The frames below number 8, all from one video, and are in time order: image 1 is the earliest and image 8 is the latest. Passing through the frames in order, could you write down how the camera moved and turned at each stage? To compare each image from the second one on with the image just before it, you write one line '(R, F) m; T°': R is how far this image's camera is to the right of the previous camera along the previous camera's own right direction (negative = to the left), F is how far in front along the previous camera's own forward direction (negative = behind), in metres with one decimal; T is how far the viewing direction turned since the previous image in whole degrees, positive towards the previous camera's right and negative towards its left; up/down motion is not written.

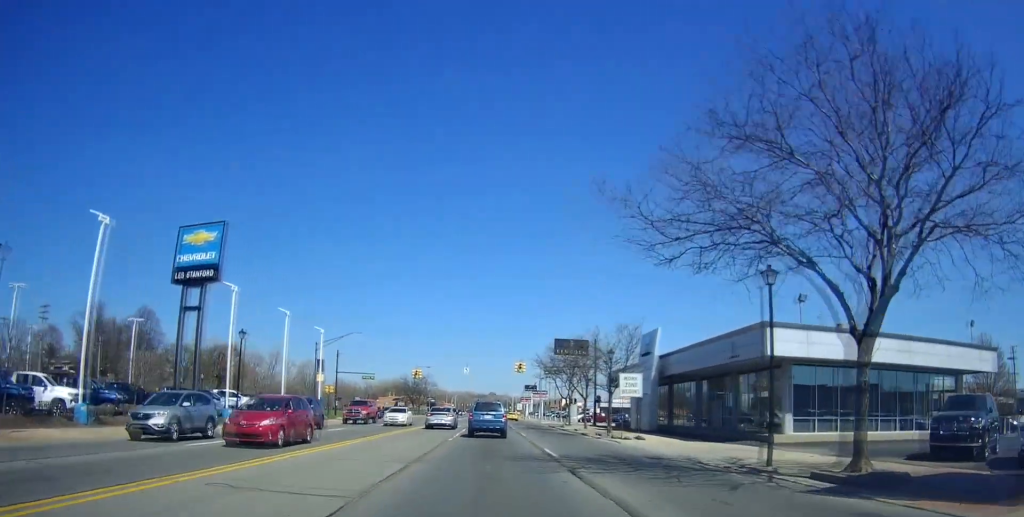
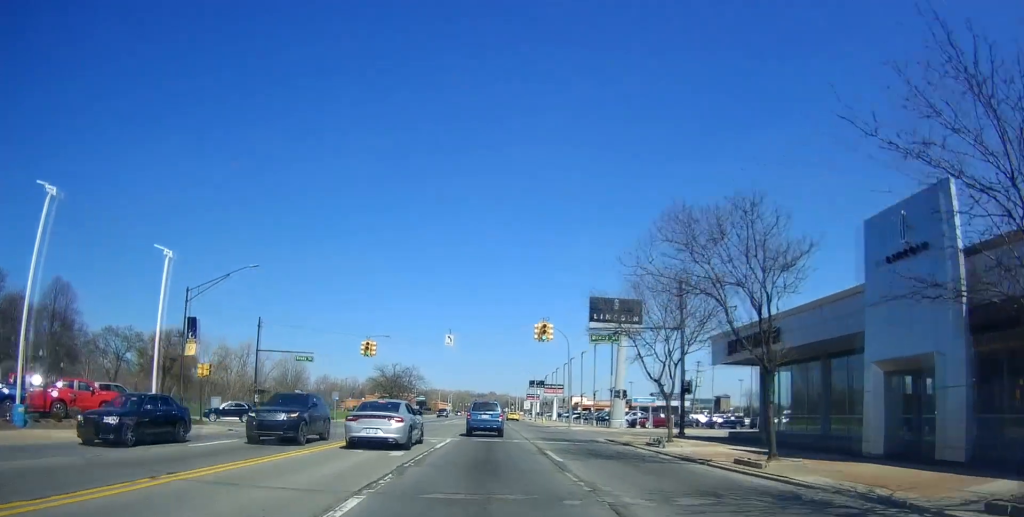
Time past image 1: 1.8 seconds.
(-0.1, +29.8) m; 0°
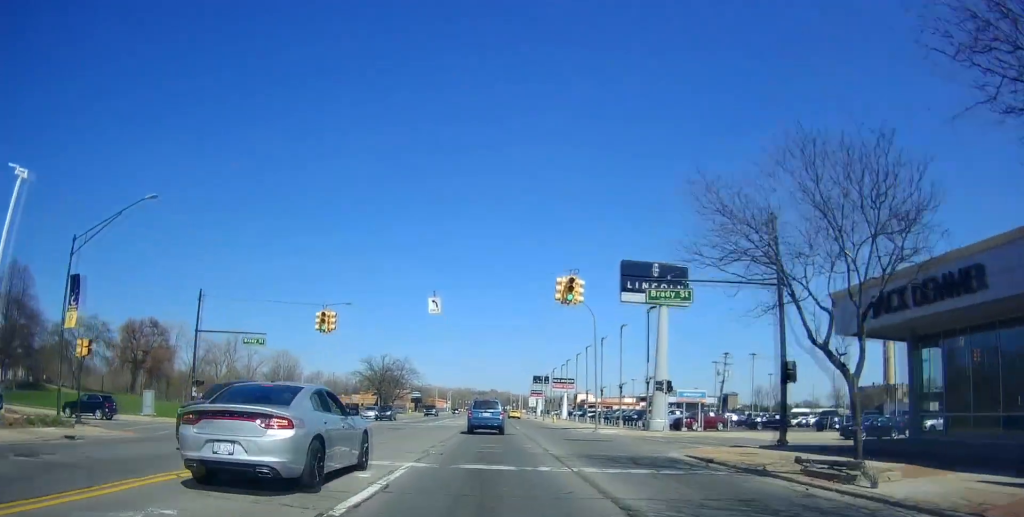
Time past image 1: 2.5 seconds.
(+0.1, +12.4) m; 0°
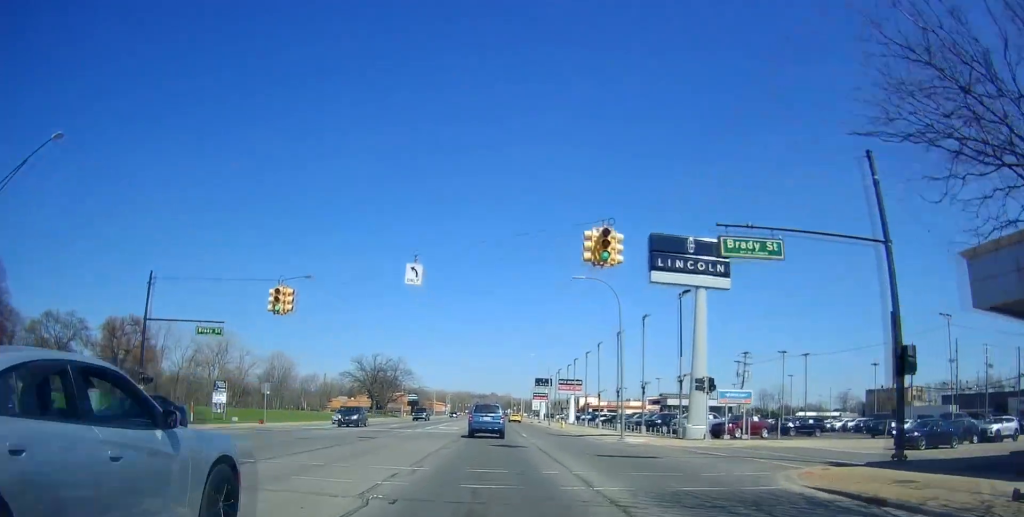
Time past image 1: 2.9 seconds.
(-0.2, +7.5) m; 0°
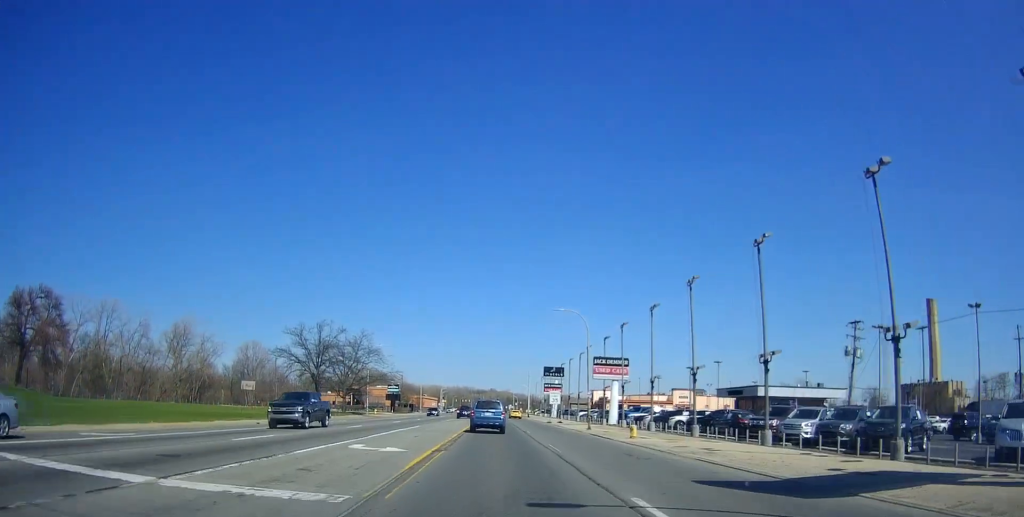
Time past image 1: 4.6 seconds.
(+0.2, +29.8) m; +2°
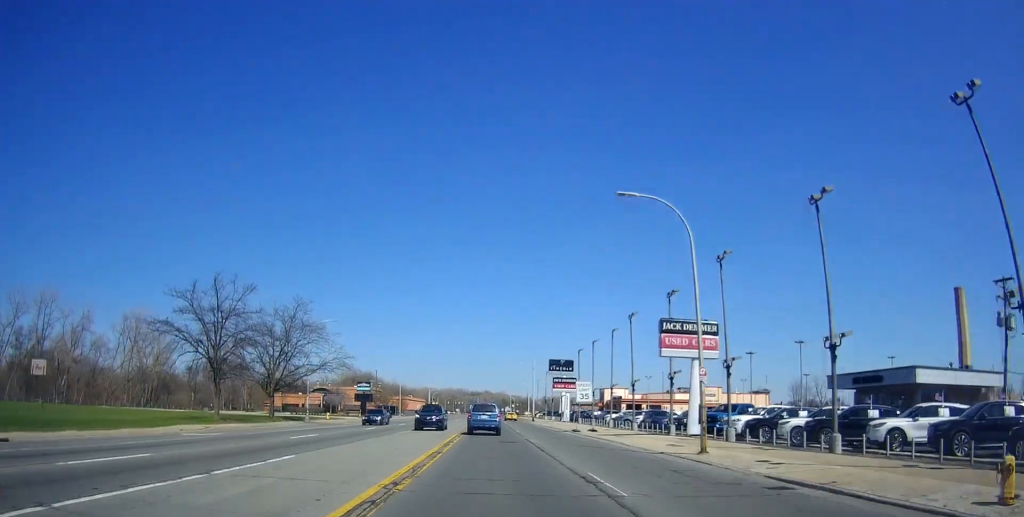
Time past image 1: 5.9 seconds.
(+0.1, +24.3) m; -1°
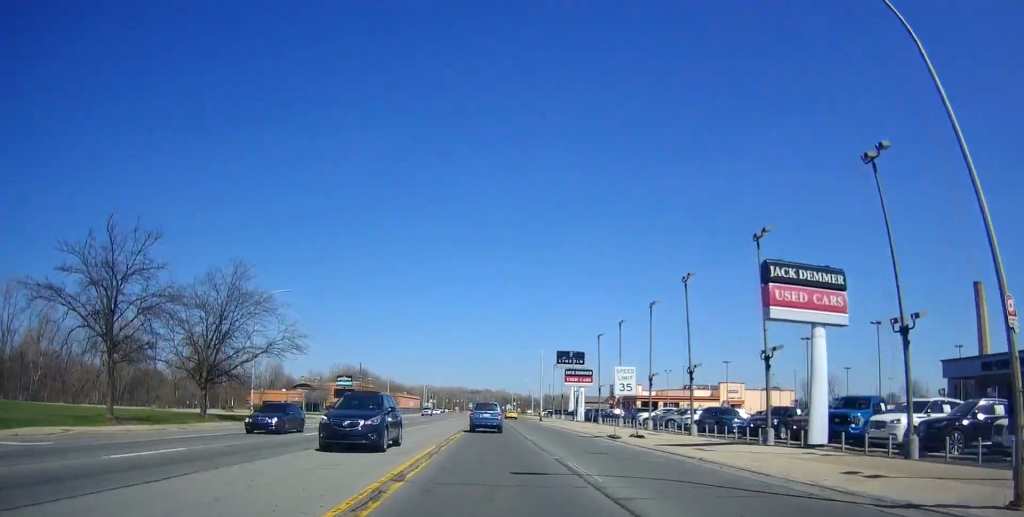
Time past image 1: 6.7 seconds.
(-0.1, +13.4) m; 0°
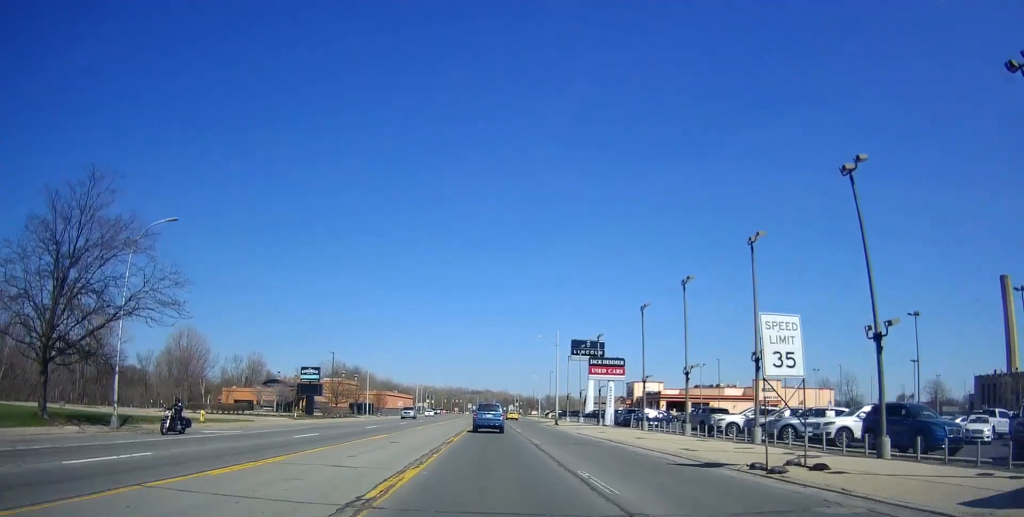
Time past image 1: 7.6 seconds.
(0.0, +17.2) m; 0°
